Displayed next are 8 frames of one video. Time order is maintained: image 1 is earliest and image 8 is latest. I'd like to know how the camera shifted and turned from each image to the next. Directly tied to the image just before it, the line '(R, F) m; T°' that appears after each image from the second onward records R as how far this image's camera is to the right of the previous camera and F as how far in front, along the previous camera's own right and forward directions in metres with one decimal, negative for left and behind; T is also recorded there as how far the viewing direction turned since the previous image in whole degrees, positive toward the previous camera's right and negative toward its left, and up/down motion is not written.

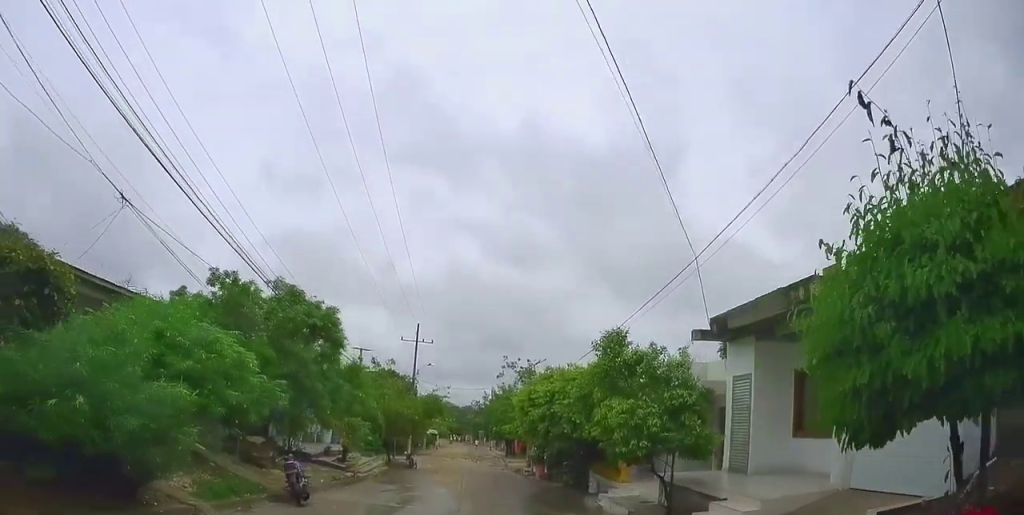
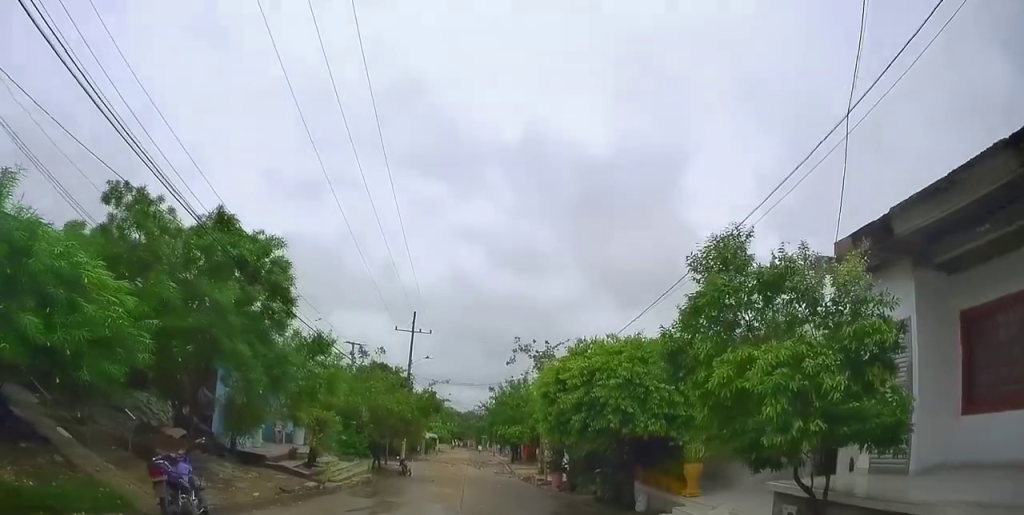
(0.0, +5.0) m; 0°
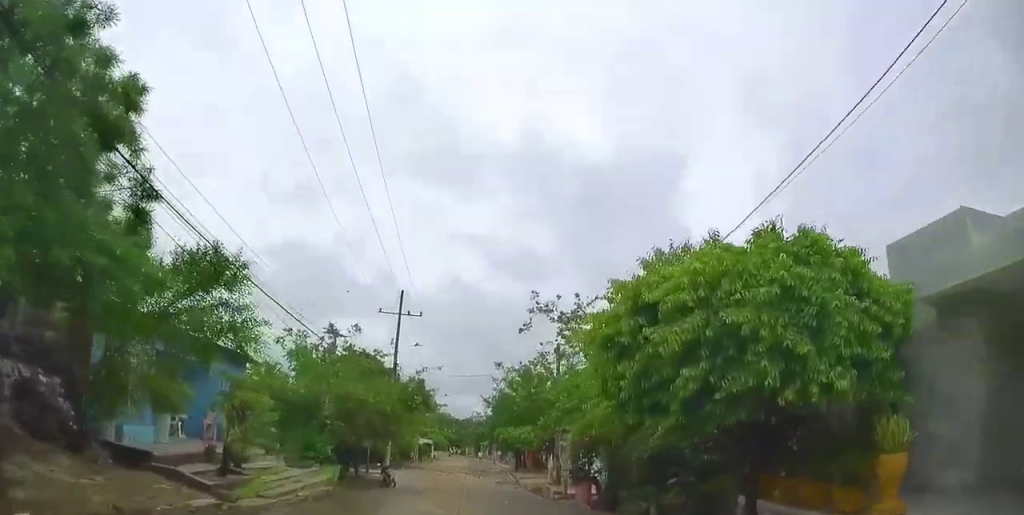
(0.0, +6.5) m; 0°
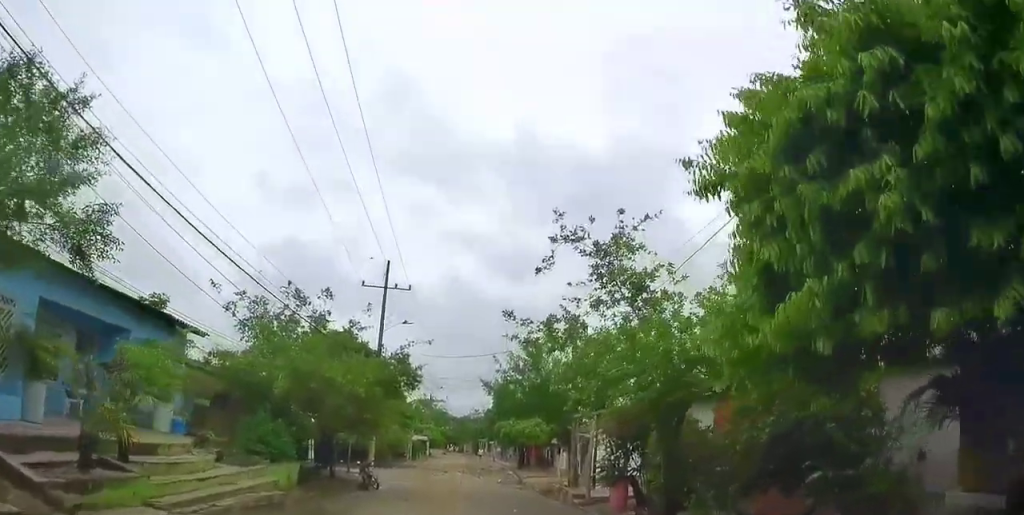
(0.0, +4.8) m; 0°
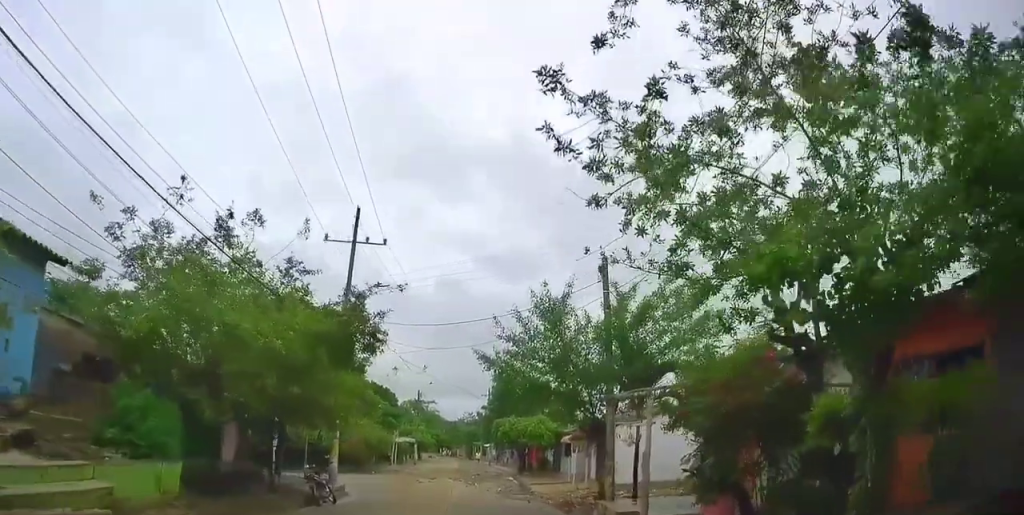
(0.0, +6.4) m; 0°
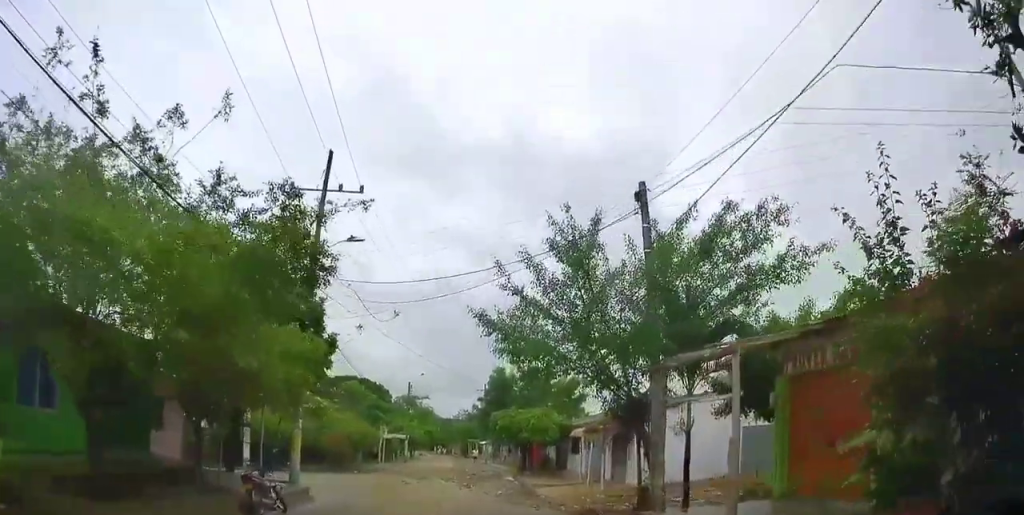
(+0.1, +4.3) m; 0°
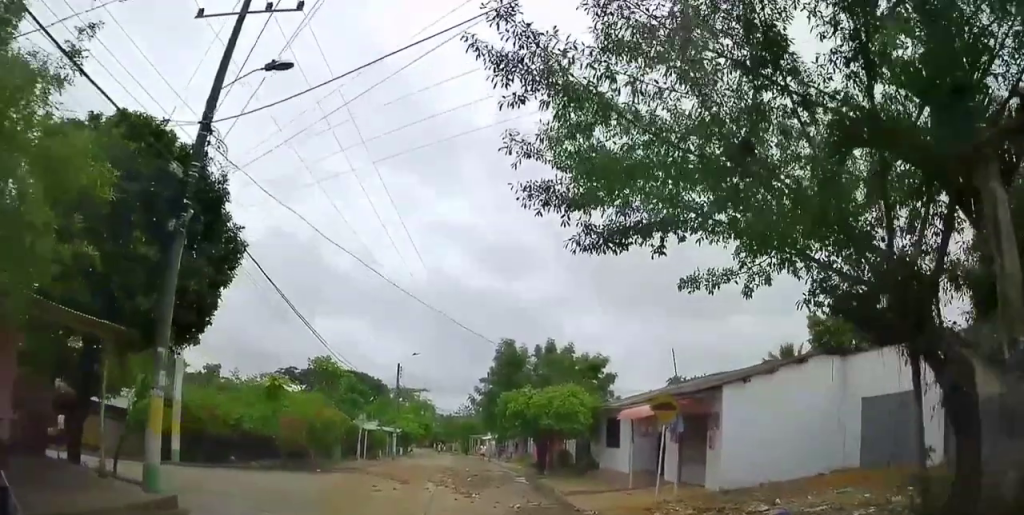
(+0.1, +8.5) m; +4°
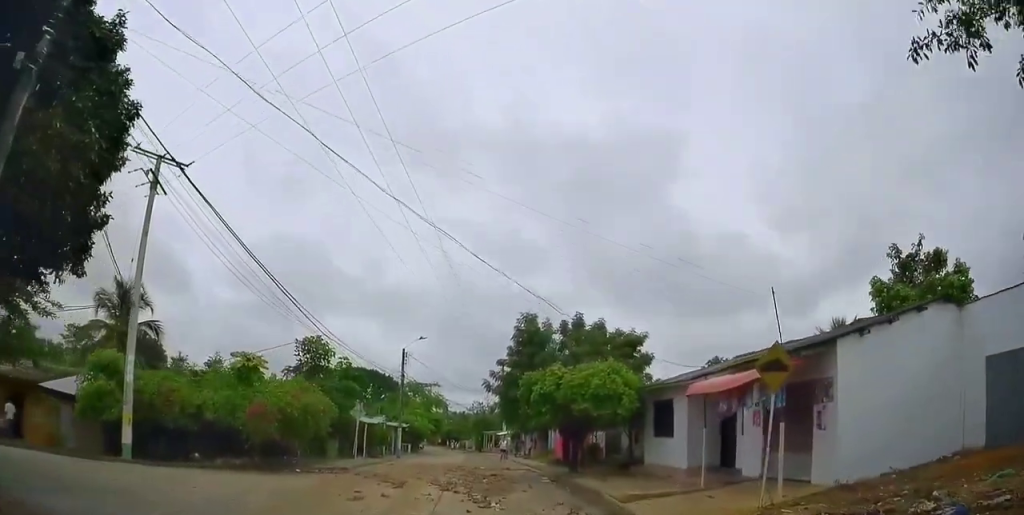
(+0.1, +5.2) m; +1°
